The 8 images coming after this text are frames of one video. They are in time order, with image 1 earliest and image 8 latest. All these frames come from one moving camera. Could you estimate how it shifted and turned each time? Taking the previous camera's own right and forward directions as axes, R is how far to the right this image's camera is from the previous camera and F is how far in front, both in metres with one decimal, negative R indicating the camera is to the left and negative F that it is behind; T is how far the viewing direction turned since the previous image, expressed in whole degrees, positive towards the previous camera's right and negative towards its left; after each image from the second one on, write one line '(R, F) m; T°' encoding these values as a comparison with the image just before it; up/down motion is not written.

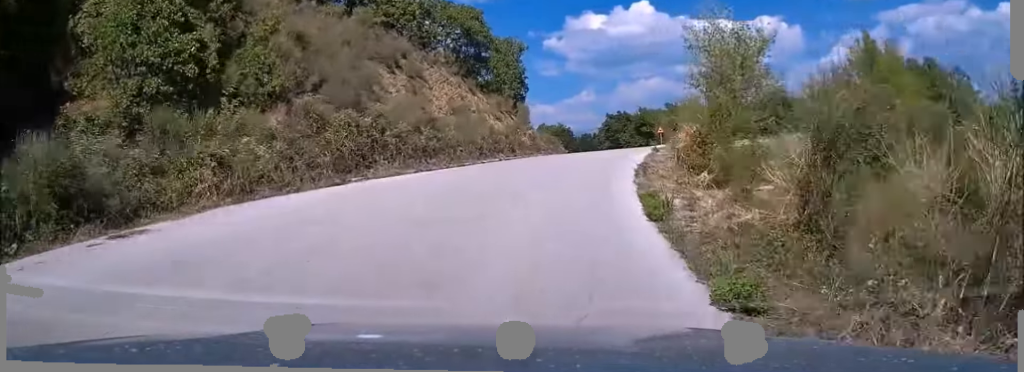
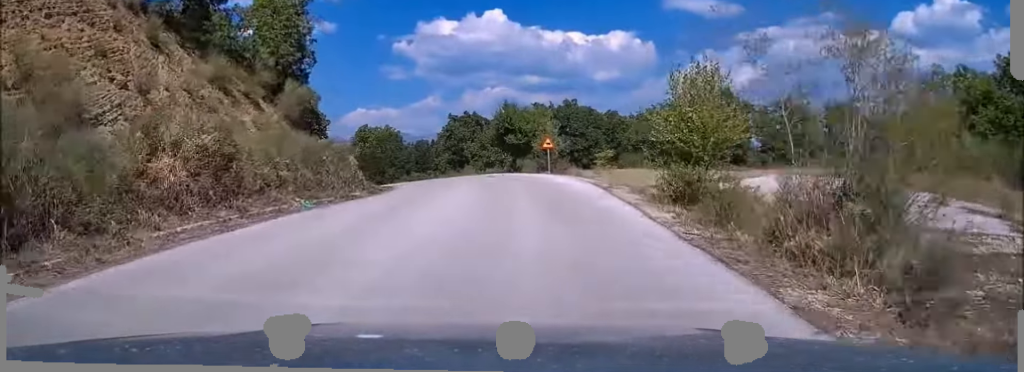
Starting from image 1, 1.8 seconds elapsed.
(+3.8, +33.6) m; +10°
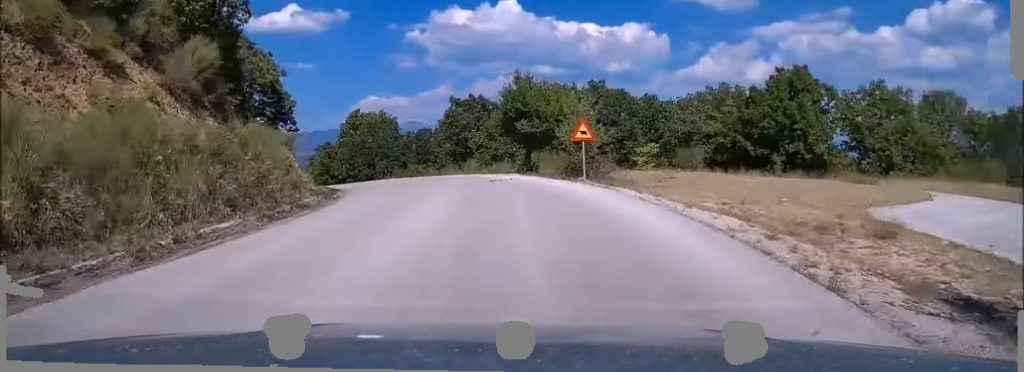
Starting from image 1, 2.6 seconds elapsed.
(+0.3, +13.1) m; -1°
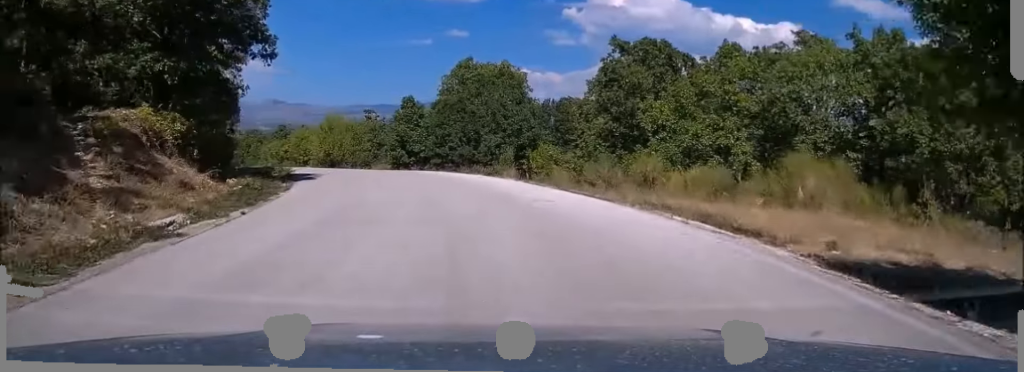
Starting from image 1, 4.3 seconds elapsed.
(-2.3, +30.1) m; -11°
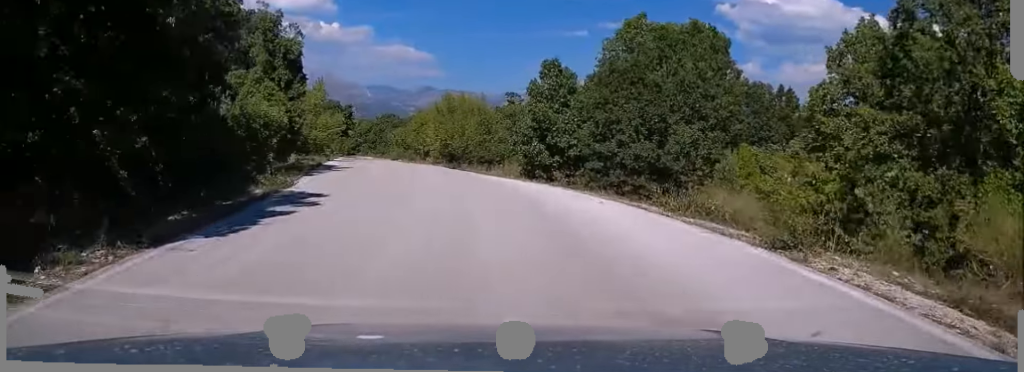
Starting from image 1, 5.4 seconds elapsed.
(-1.8, +19.0) m; -11°
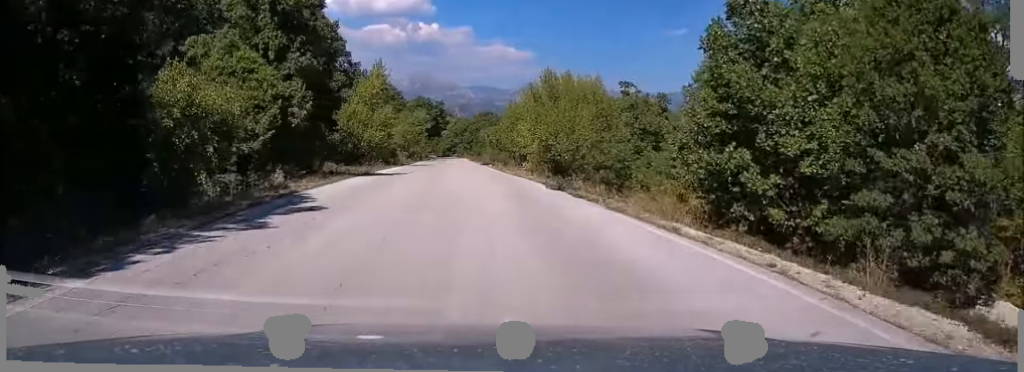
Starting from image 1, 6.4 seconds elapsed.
(-1.4, +16.5) m; -8°
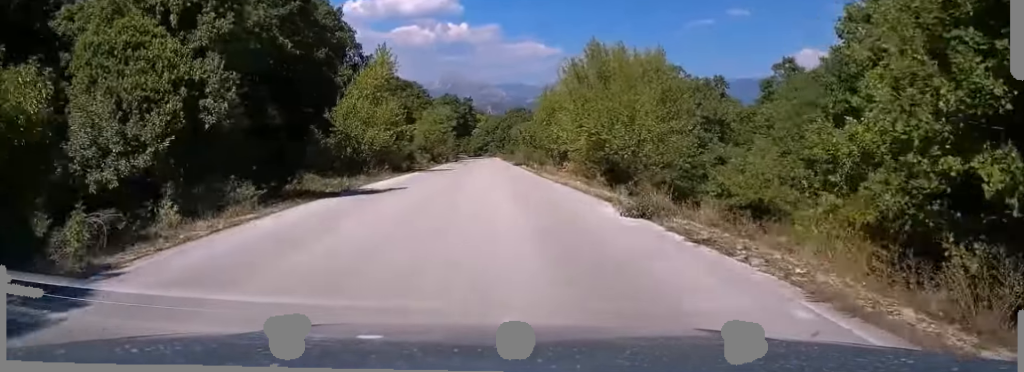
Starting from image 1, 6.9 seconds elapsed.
(-0.3, +9.5) m; -3°
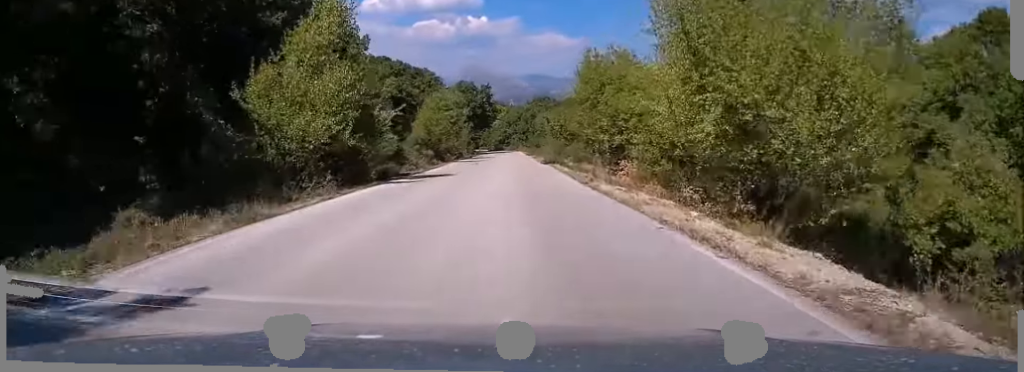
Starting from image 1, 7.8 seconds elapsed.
(-0.5, +16.1) m; -3°
